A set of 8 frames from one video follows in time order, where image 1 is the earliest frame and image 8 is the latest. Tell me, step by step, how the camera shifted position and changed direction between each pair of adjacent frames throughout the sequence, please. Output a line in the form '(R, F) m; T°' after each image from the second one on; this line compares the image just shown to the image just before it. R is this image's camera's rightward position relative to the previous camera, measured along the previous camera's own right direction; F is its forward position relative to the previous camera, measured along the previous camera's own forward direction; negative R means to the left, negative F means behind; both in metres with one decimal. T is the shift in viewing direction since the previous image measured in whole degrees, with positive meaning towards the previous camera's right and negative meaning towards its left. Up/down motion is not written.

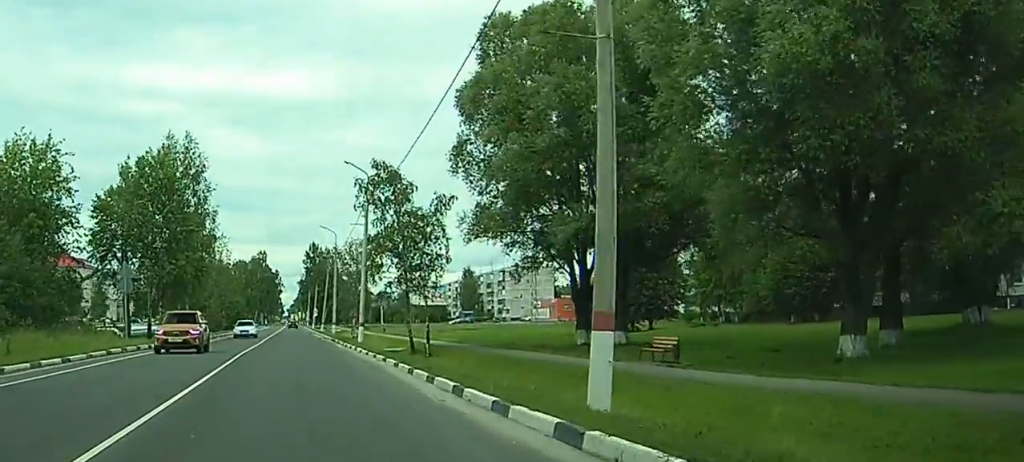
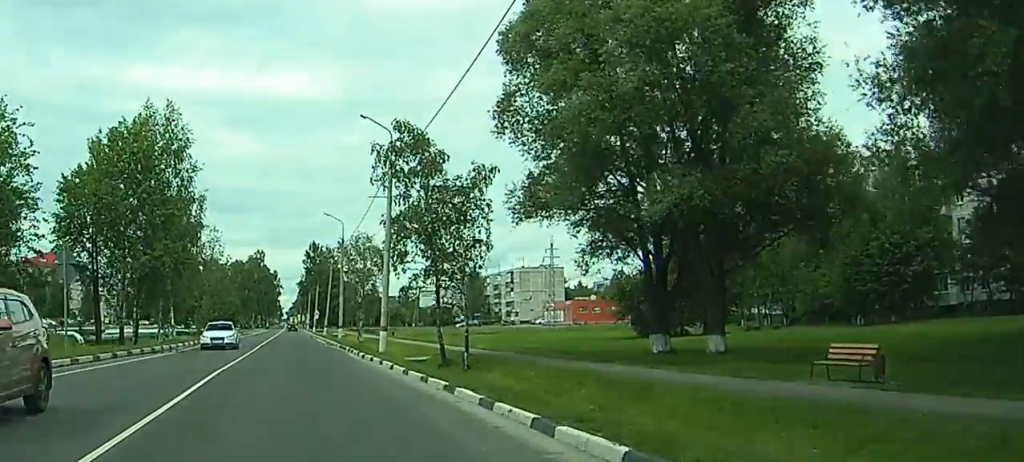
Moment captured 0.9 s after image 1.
(0.0, +9.2) m; +1°
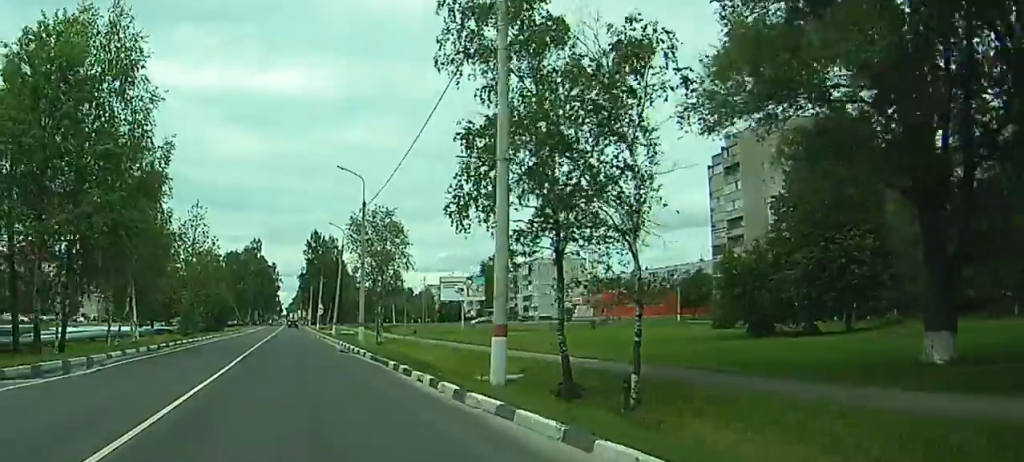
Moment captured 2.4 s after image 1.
(+0.2, +16.4) m; 0°
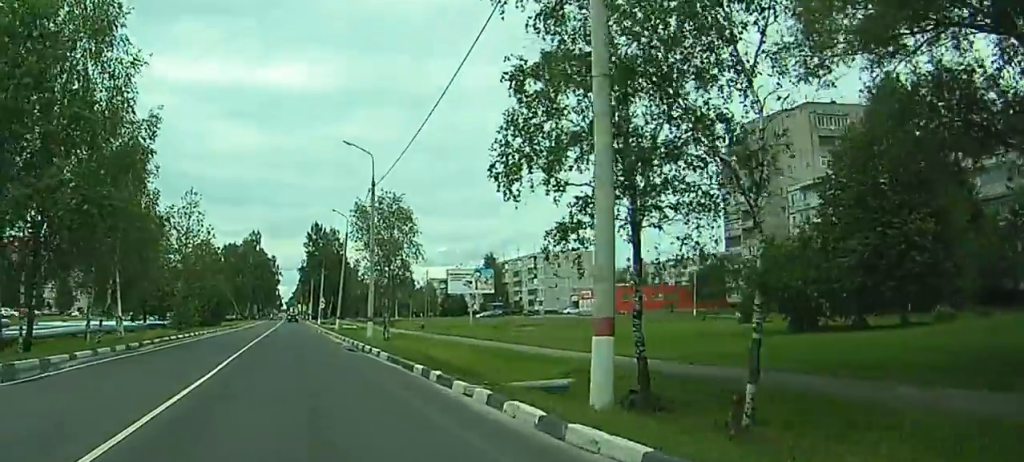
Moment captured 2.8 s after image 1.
(0.0, +4.6) m; 0°
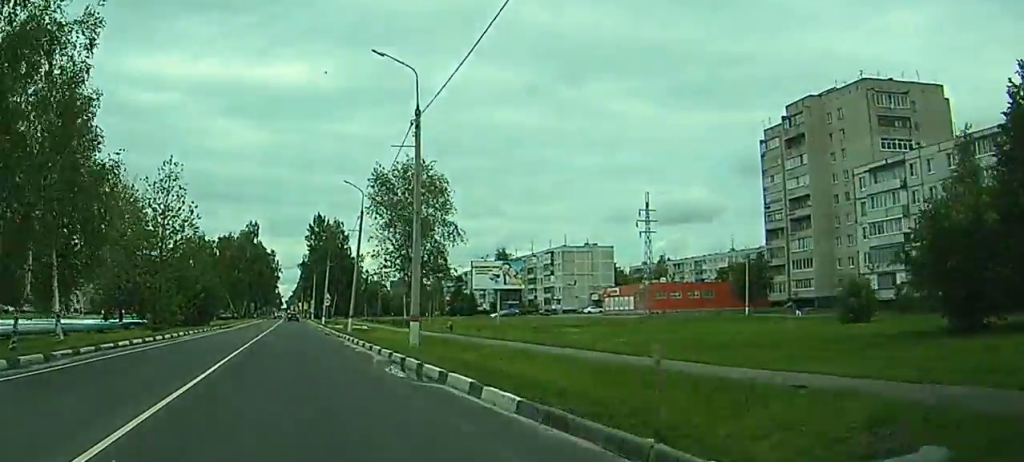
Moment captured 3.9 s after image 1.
(-0.1, +13.4) m; -1°
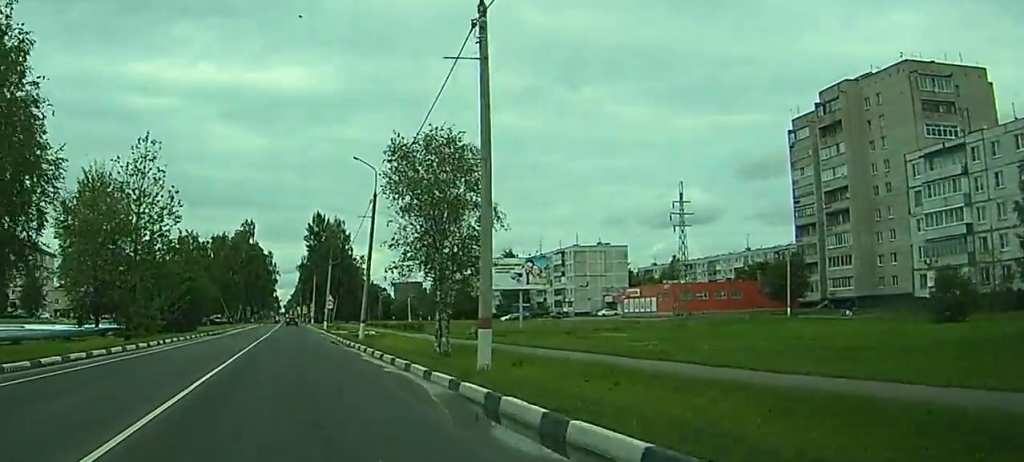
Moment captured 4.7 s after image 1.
(-0.1, +9.6) m; 0°
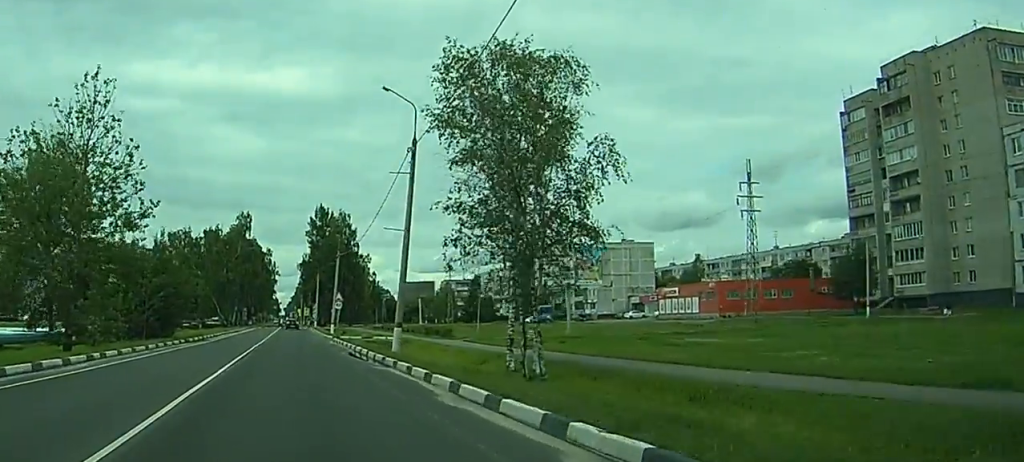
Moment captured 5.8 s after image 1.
(+0.1, +14.5) m; 0°
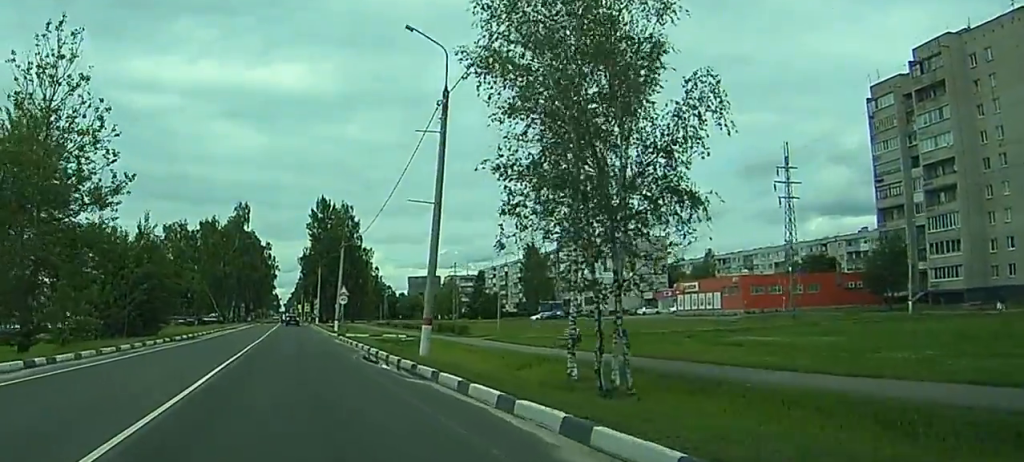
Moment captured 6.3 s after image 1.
(0.0, +6.5) m; 0°
